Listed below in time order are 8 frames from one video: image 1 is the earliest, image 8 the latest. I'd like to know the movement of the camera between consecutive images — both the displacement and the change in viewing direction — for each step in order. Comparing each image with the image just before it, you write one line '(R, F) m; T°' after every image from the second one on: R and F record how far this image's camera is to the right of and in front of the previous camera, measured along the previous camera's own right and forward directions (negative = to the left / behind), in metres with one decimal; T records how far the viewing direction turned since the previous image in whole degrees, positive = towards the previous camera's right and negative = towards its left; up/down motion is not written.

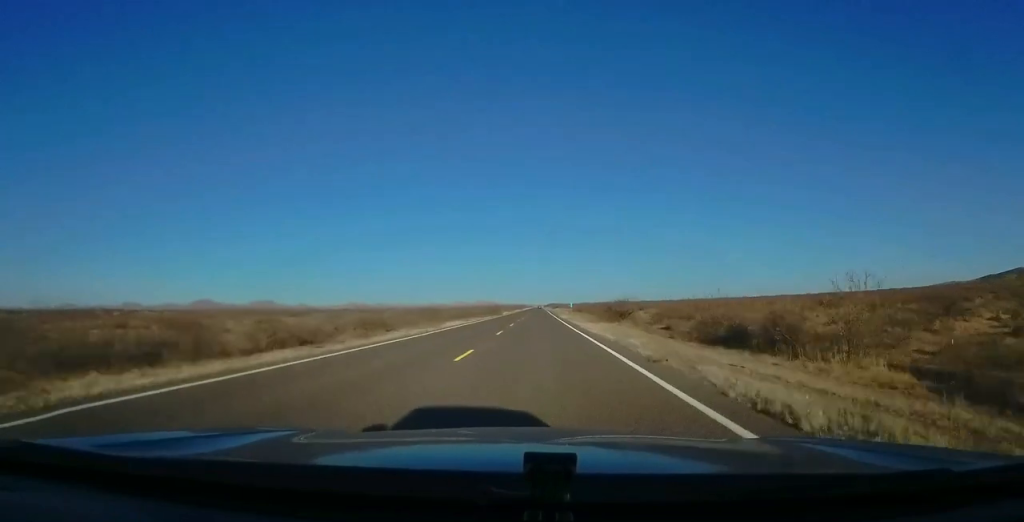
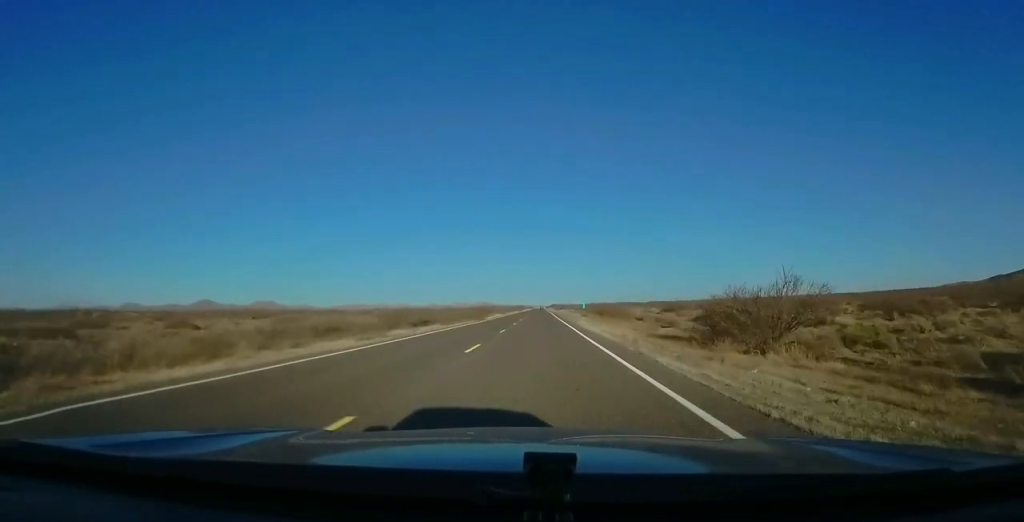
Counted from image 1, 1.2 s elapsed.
(+0.3, +34.3) m; 0°
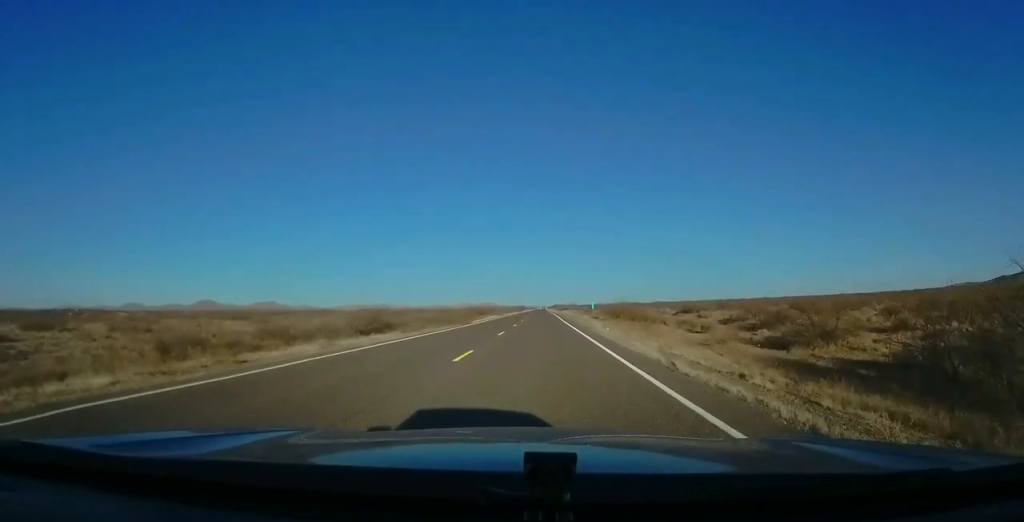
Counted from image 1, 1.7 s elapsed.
(0.0, +14.6) m; 0°
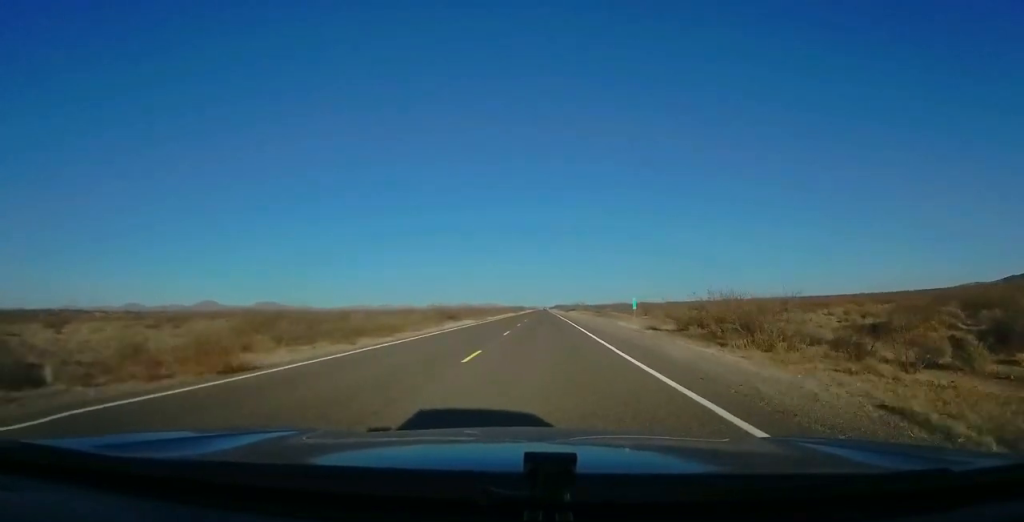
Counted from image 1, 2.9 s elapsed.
(-0.2, +36.9) m; 0°
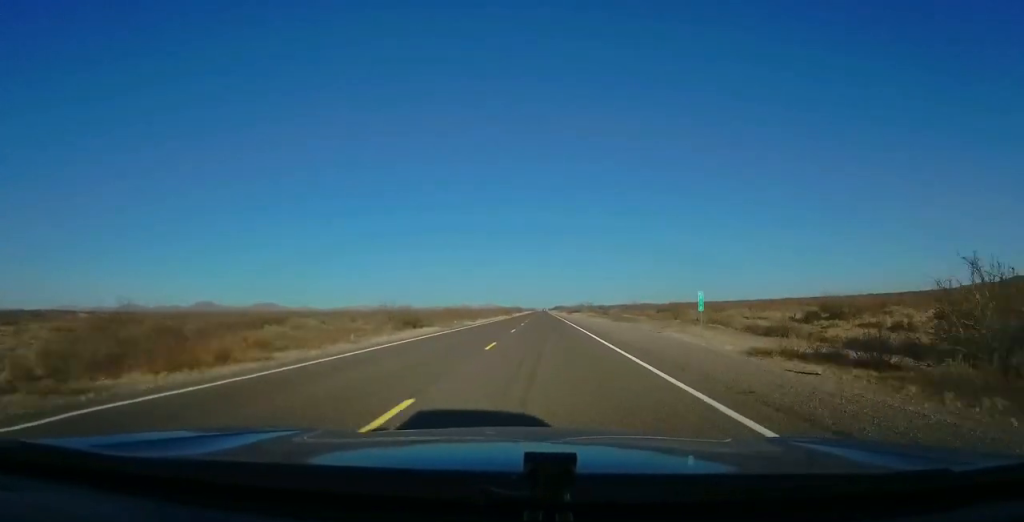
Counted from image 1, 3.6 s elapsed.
(+0.2, +20.4) m; +1°
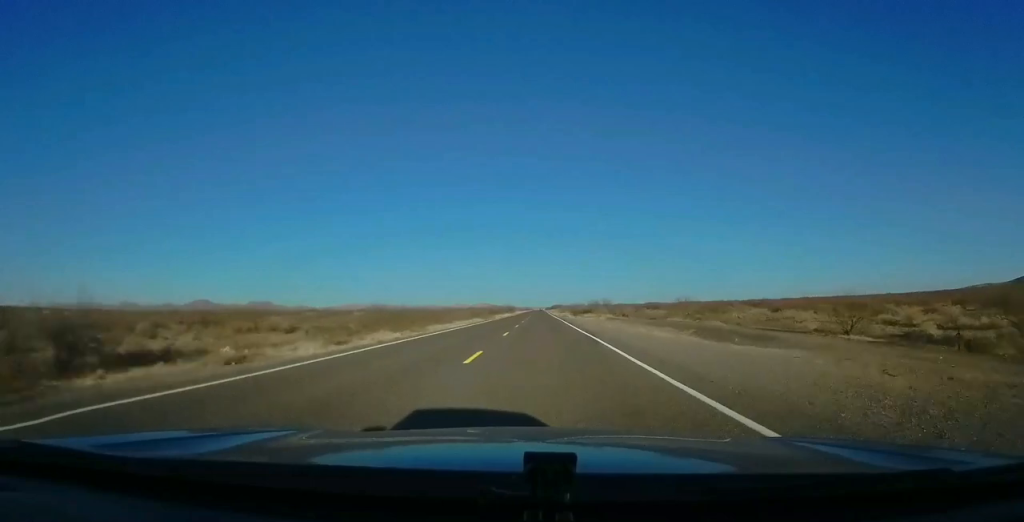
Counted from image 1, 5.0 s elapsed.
(0.0, +40.7) m; 0°
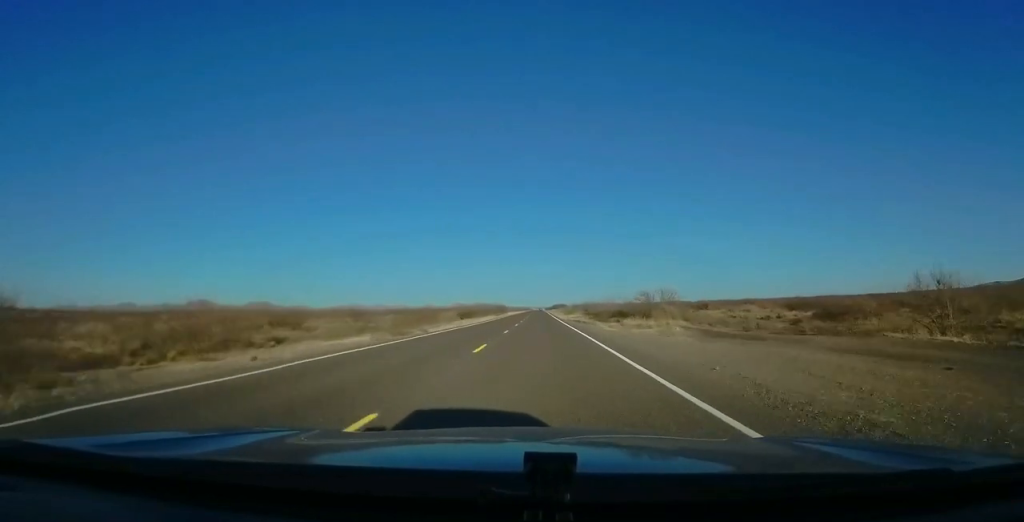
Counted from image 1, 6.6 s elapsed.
(0.0, +45.7) m; 0°
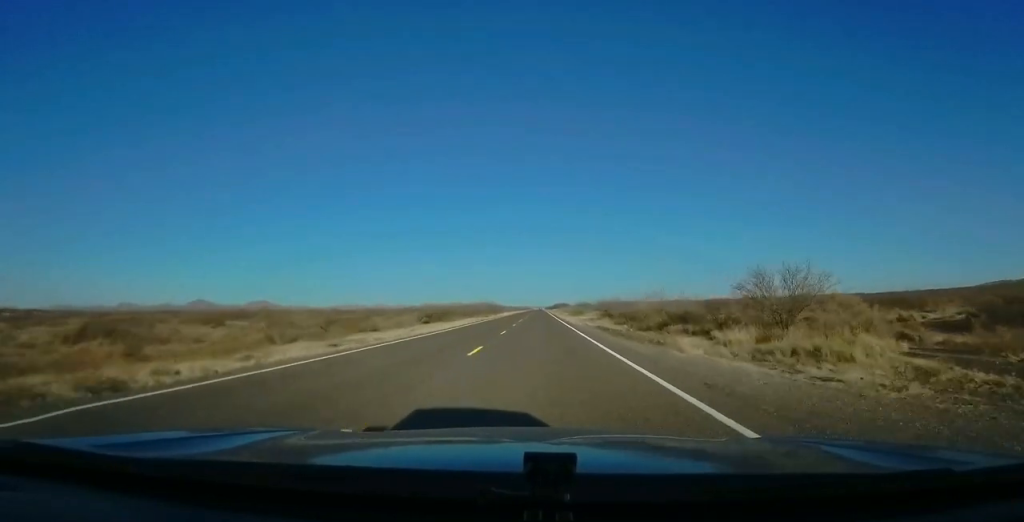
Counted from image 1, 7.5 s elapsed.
(+0.1, +25.4) m; -1°
